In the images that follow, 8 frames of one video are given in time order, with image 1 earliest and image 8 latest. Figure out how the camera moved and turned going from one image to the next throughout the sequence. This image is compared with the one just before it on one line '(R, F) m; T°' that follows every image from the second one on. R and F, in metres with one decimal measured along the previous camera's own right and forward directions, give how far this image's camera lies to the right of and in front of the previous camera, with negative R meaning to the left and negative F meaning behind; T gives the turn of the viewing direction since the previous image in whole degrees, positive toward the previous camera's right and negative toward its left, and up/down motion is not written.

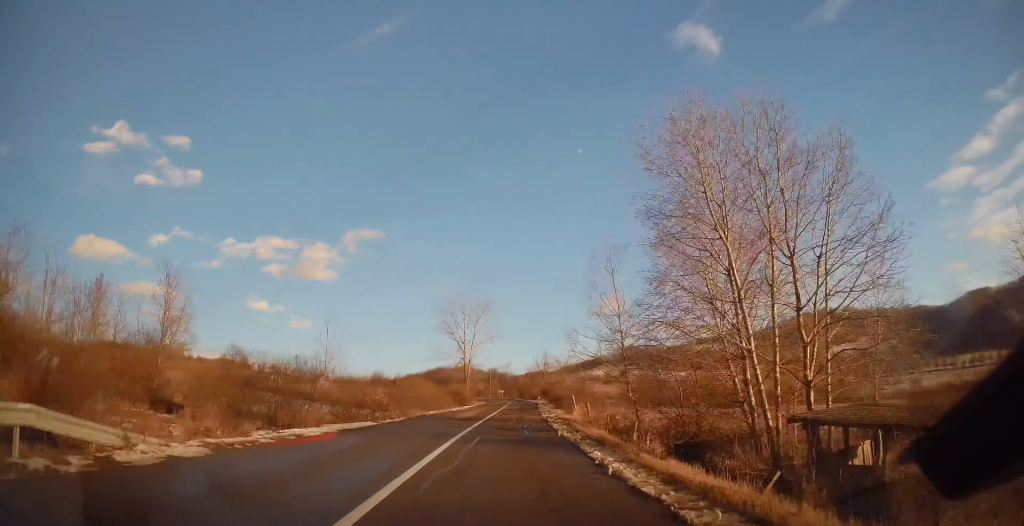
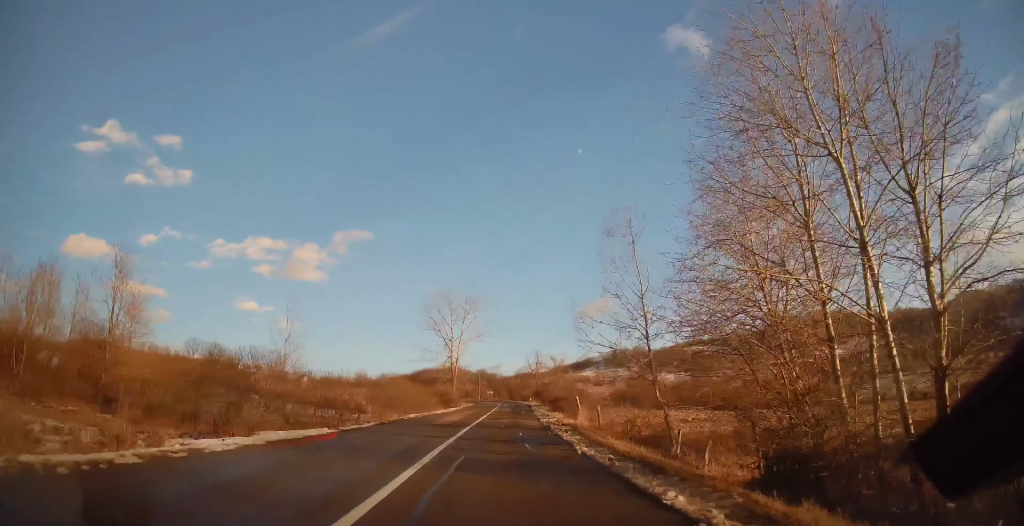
(+0.2, +5.5) m; +1°
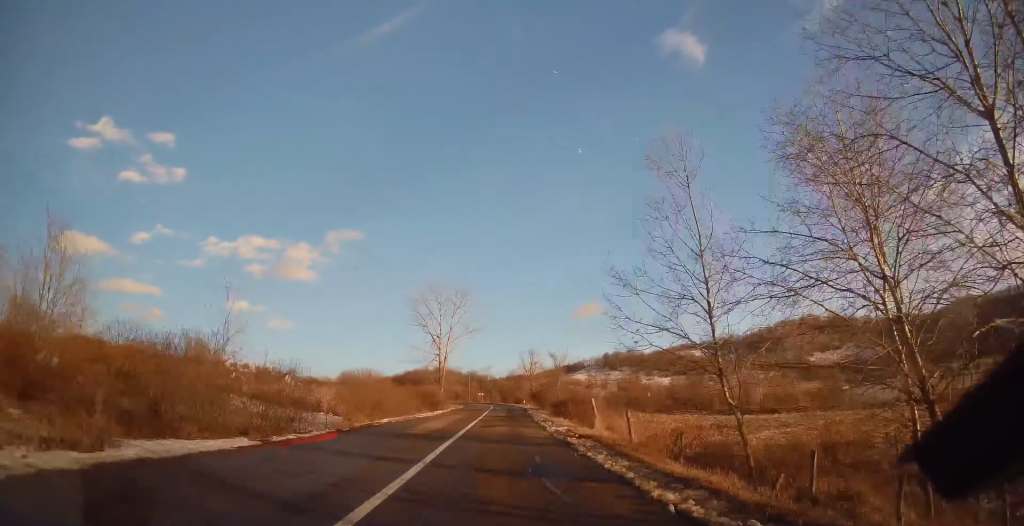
(+0.1, +6.5) m; +1°
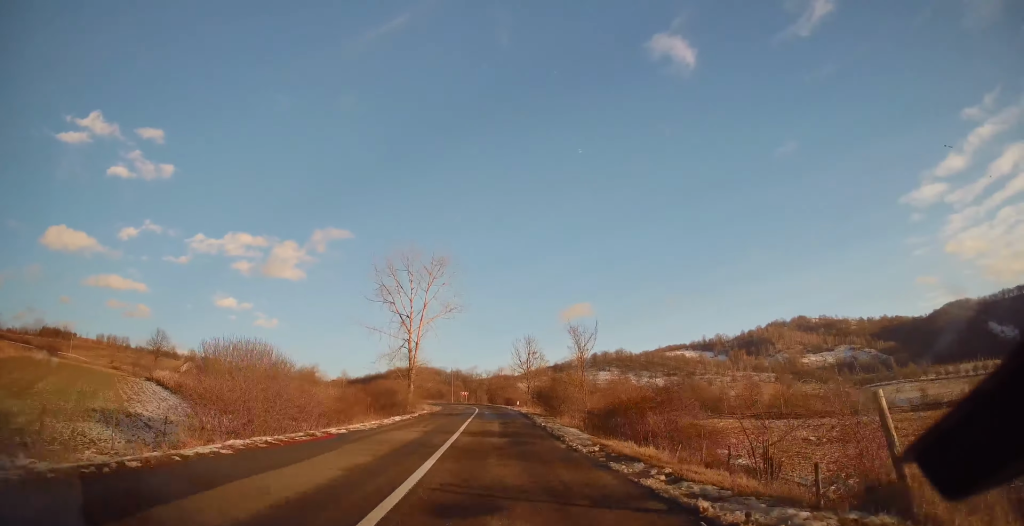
(+0.1, +18.1) m; 0°
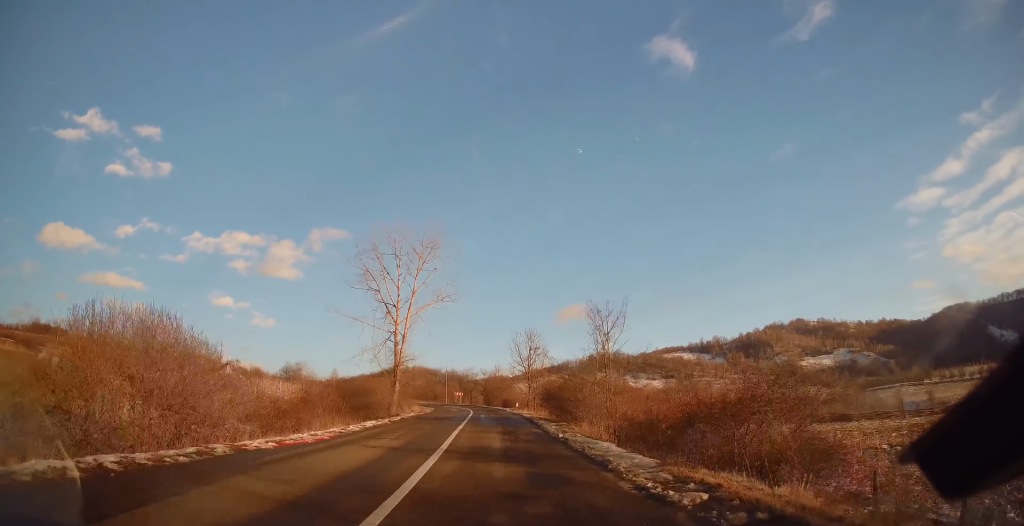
(-0.2, +6.7) m; +1°
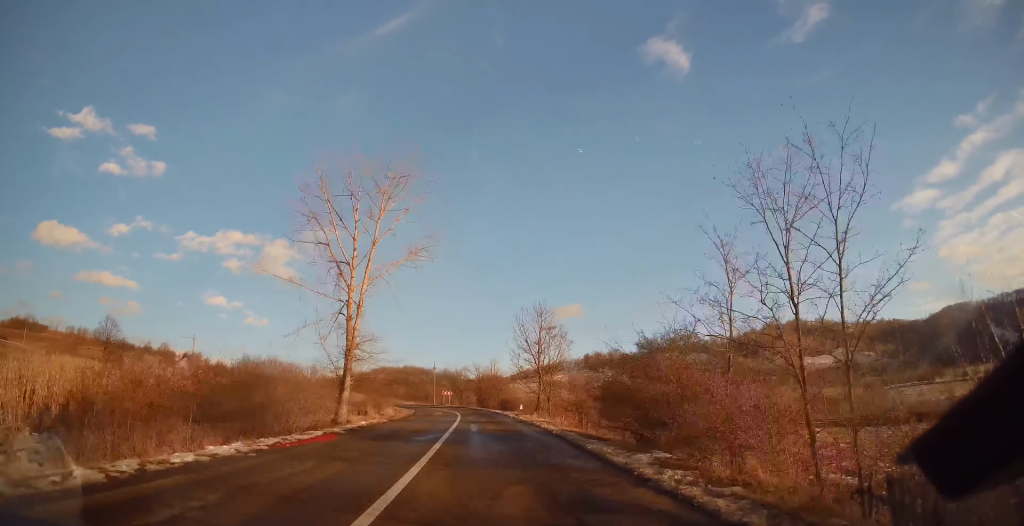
(+0.5, +15.6) m; +1°
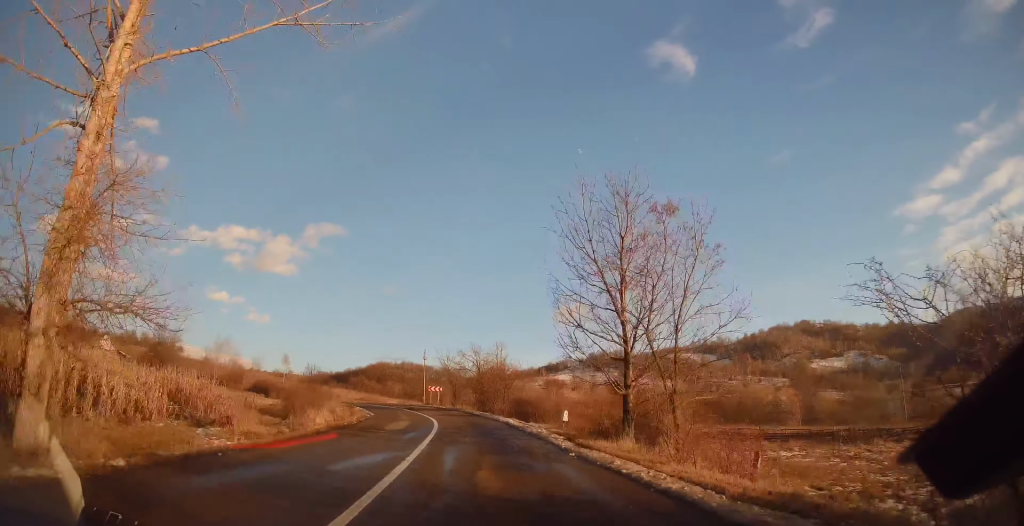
(-0.6, +24.5) m; -3°
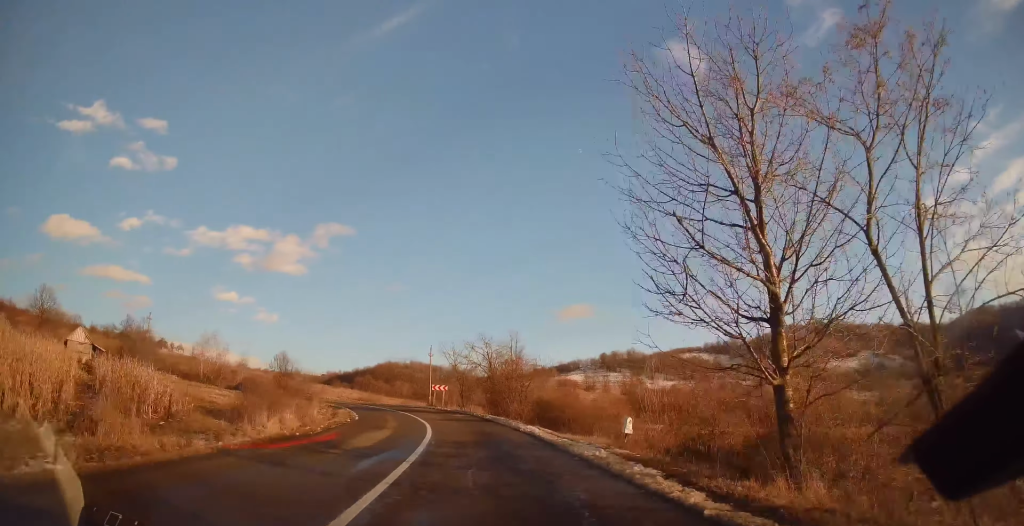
(0.0, +8.4) m; -1°
